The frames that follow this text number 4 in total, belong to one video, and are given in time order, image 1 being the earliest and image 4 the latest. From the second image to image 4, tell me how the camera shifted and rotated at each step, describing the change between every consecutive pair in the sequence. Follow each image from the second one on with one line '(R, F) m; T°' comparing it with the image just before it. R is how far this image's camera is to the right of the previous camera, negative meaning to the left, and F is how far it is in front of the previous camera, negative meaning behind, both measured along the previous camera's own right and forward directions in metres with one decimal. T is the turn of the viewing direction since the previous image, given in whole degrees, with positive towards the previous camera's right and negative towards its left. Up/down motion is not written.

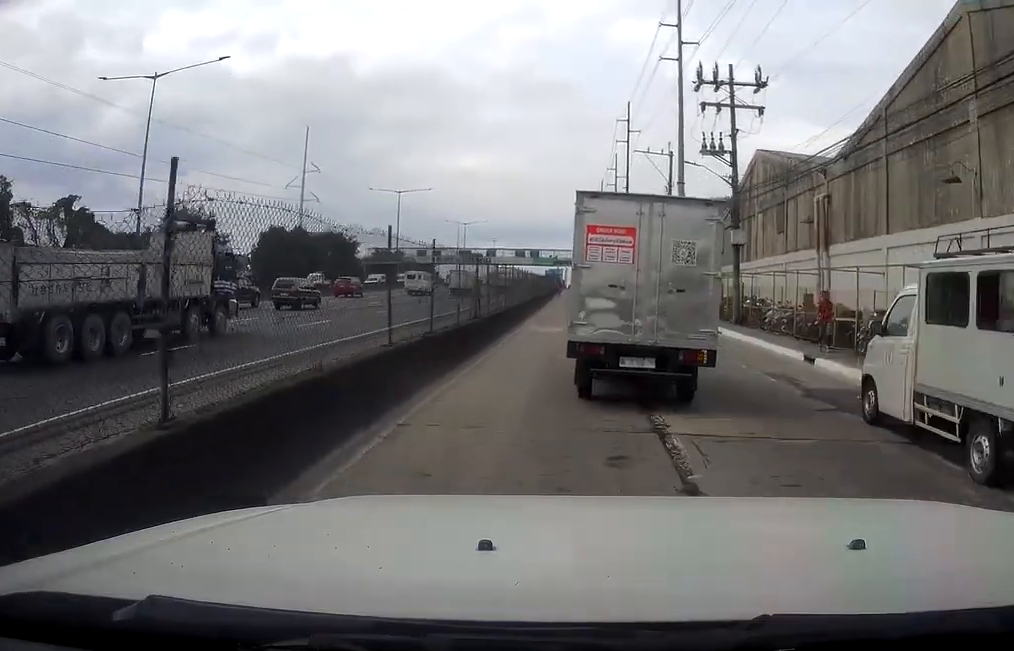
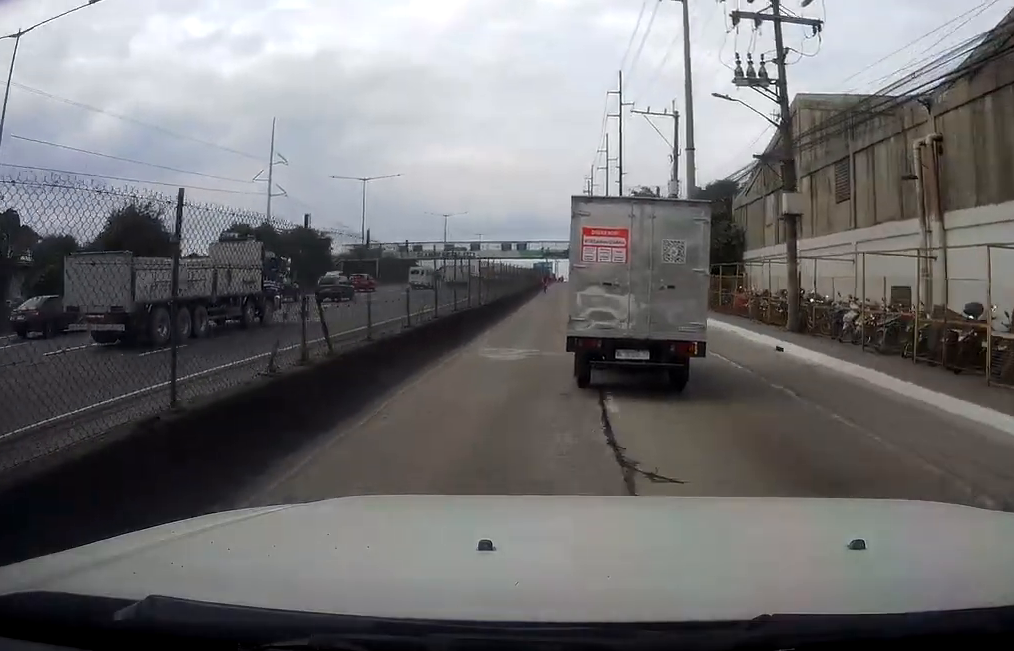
(+0.2, +11.4) m; +1°
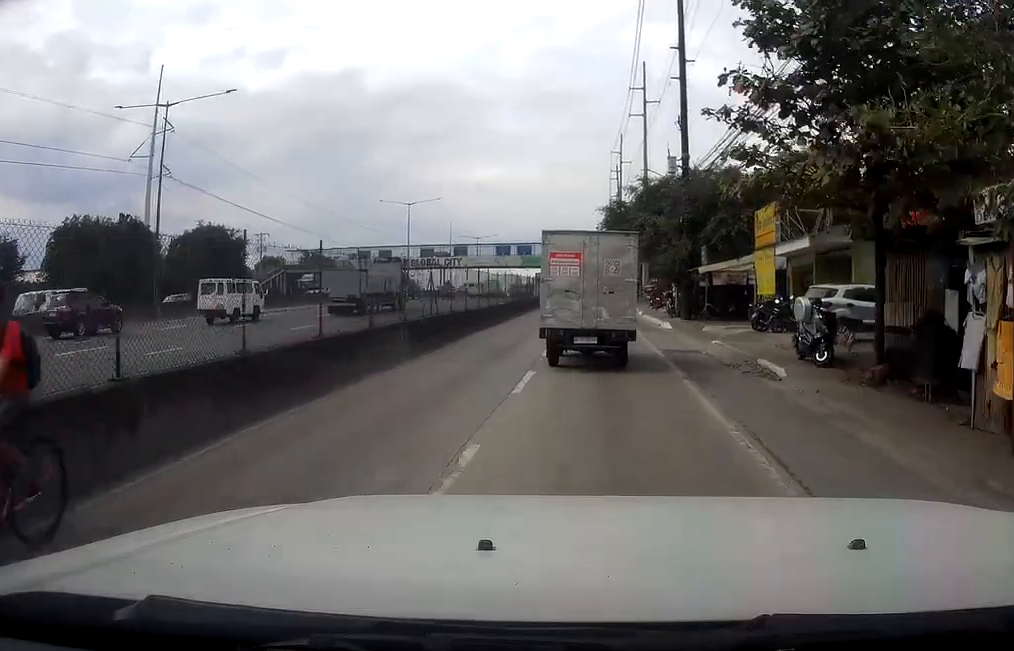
(-0.3, +47.5) m; -3°
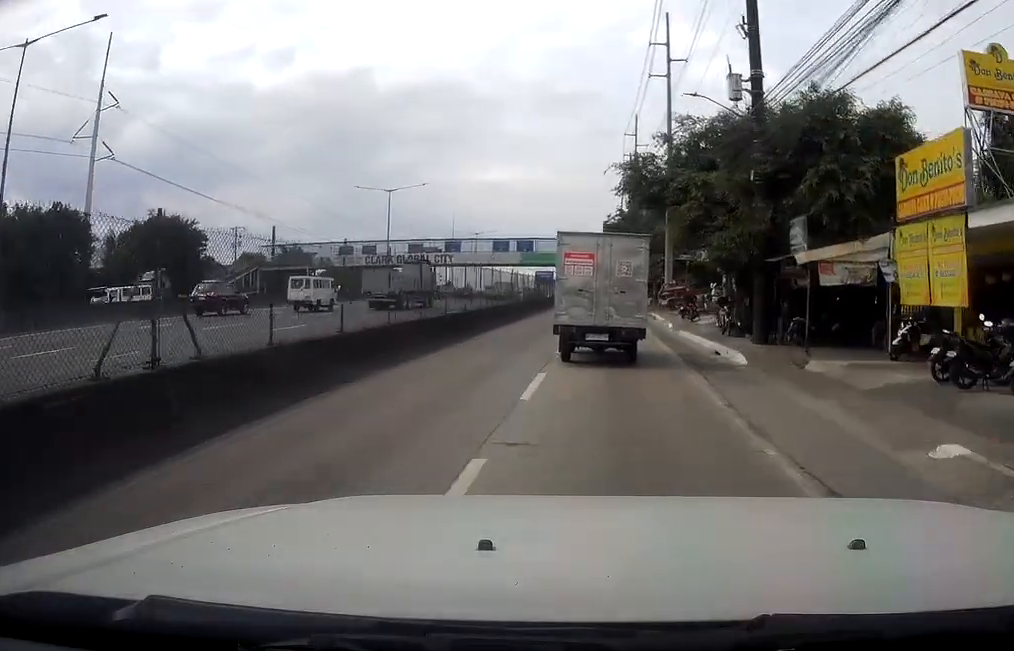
(-0.7, +14.3) m; -2°
